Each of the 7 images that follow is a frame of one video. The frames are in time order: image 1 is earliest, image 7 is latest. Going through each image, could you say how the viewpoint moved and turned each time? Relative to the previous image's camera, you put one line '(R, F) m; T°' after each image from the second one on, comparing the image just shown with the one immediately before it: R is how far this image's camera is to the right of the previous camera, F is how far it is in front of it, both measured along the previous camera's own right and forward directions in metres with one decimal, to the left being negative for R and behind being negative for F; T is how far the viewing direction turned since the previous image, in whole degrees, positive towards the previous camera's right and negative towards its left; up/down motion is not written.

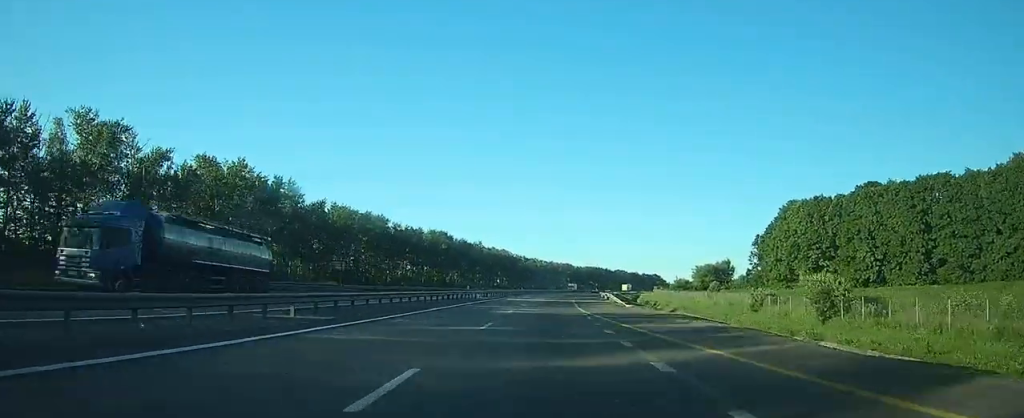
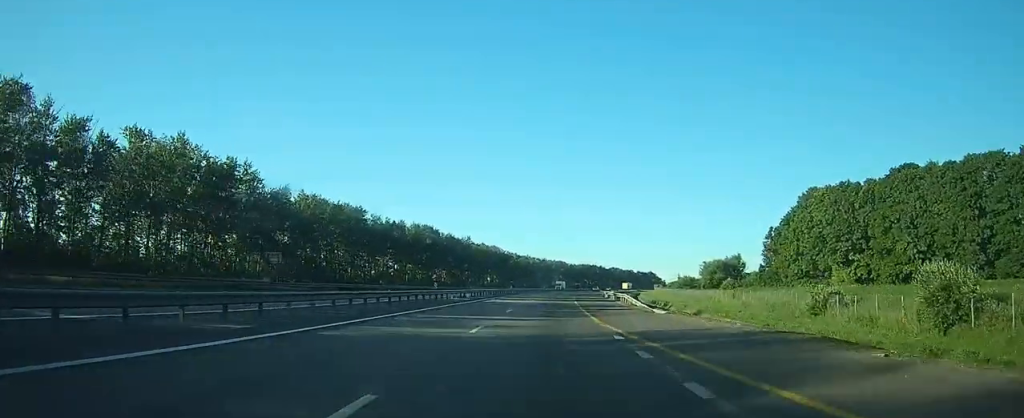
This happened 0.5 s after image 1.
(+0.1, +14.3) m; 0°
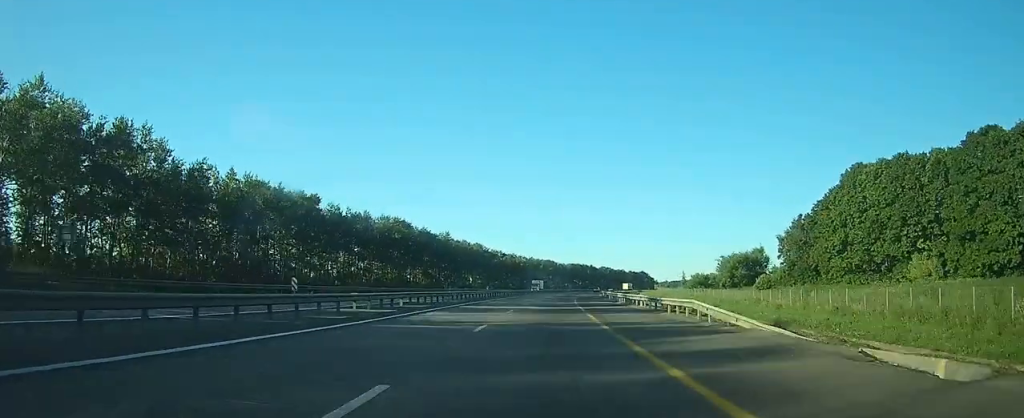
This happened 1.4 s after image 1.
(+0.1, +23.2) m; +1°
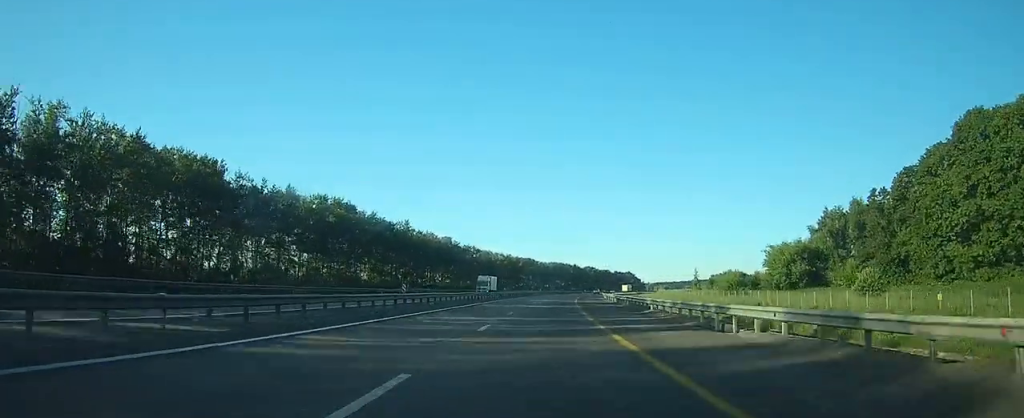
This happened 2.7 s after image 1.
(+0.4, +35.0) m; +2°
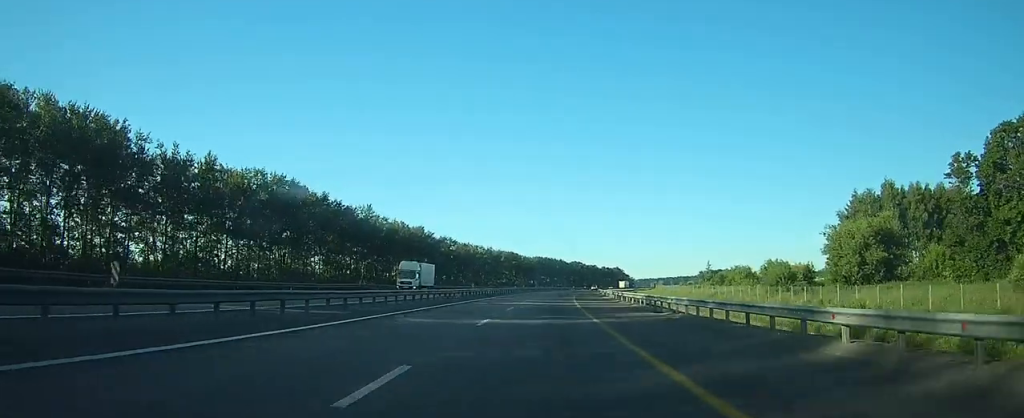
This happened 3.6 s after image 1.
(+0.3, +23.4) m; +1°
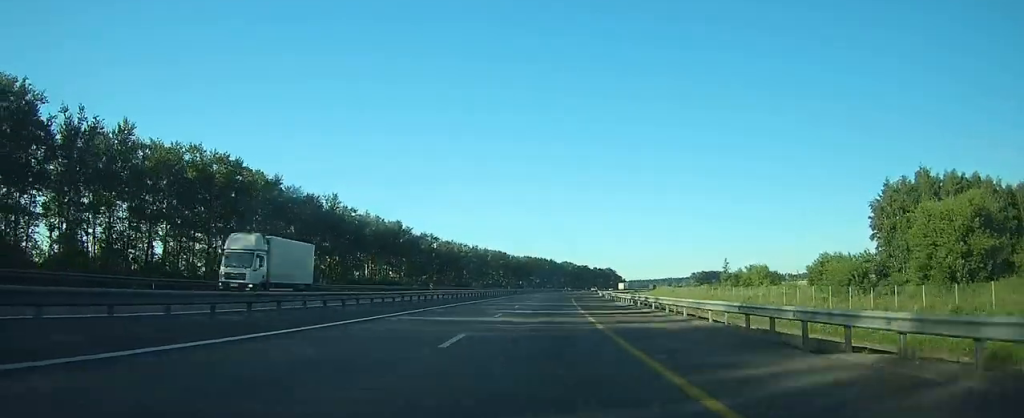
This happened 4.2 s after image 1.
(+0.1, +18.0) m; +1°
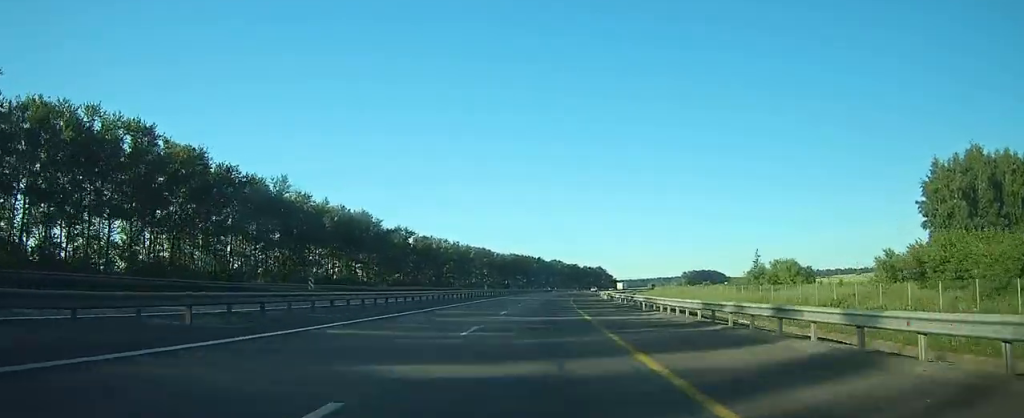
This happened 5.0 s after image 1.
(+0.2, +20.7) m; +1°
